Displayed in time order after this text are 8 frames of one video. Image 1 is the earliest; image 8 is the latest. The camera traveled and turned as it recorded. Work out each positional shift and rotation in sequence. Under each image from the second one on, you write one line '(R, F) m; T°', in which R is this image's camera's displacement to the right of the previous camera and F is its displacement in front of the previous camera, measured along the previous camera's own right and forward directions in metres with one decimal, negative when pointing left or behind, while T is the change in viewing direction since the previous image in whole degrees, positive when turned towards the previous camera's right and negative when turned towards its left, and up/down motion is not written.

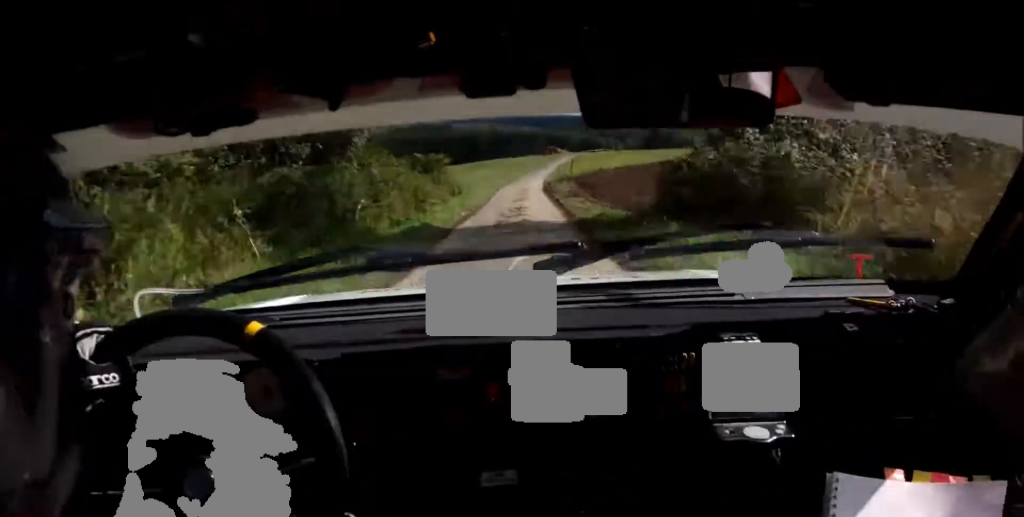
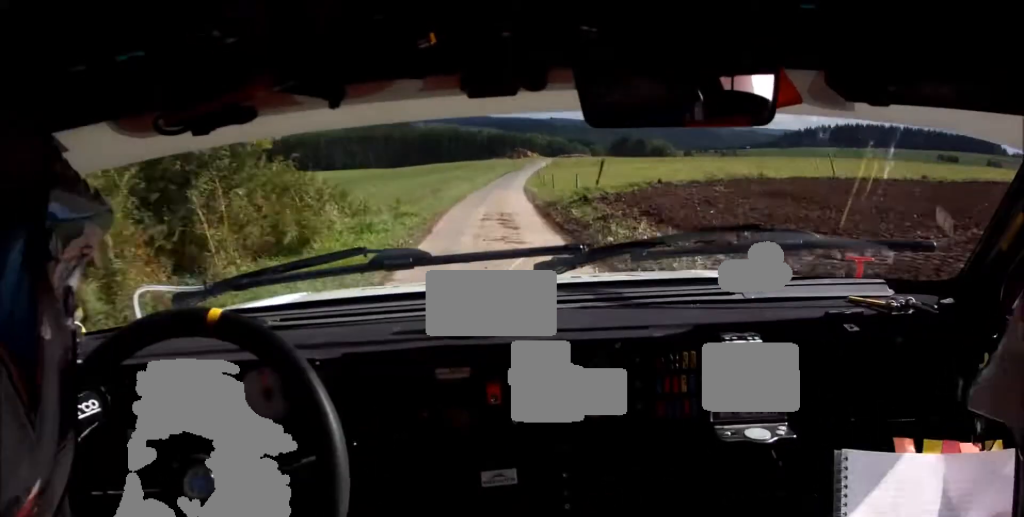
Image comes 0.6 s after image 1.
(+0.6, +22.2) m; +3°
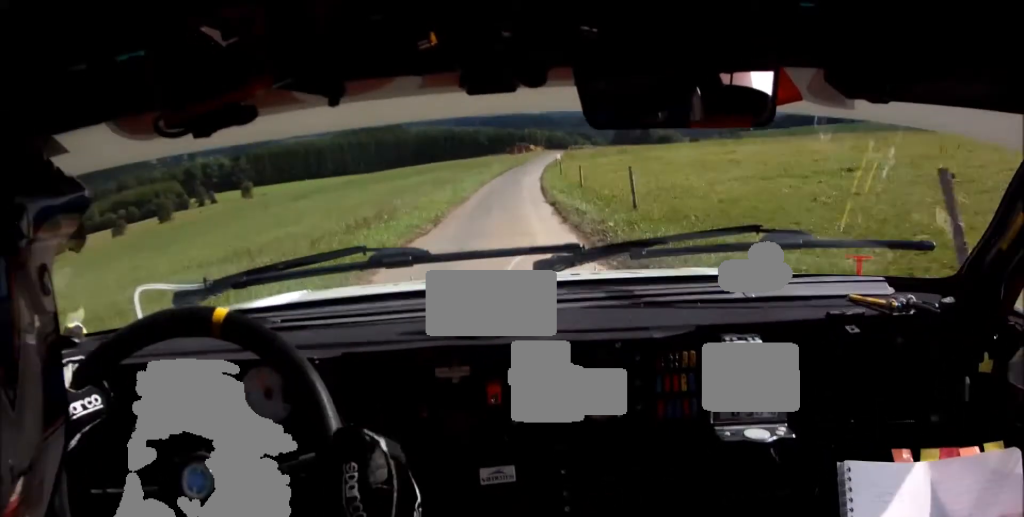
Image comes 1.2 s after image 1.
(+0.2, +20.4) m; +2°
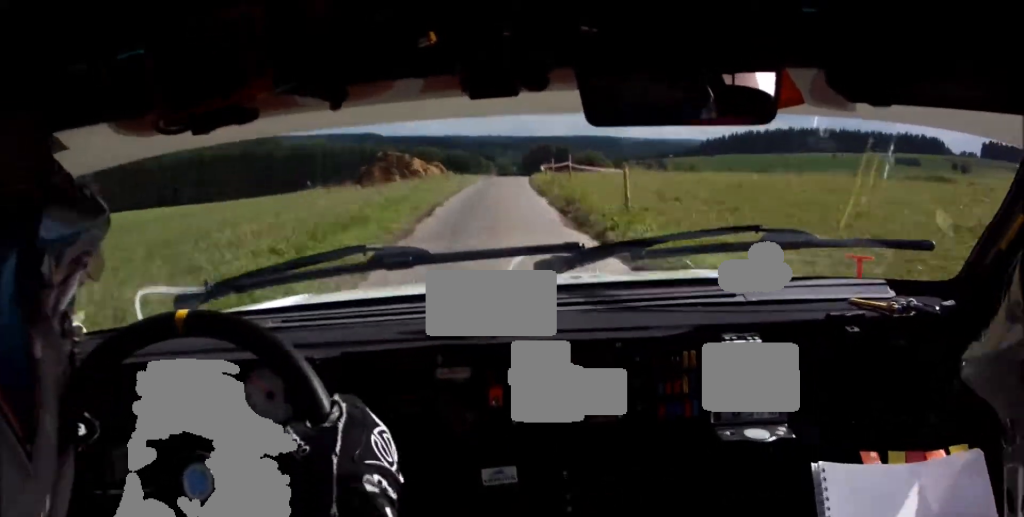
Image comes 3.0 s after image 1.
(+3.2, +65.5) m; +5°
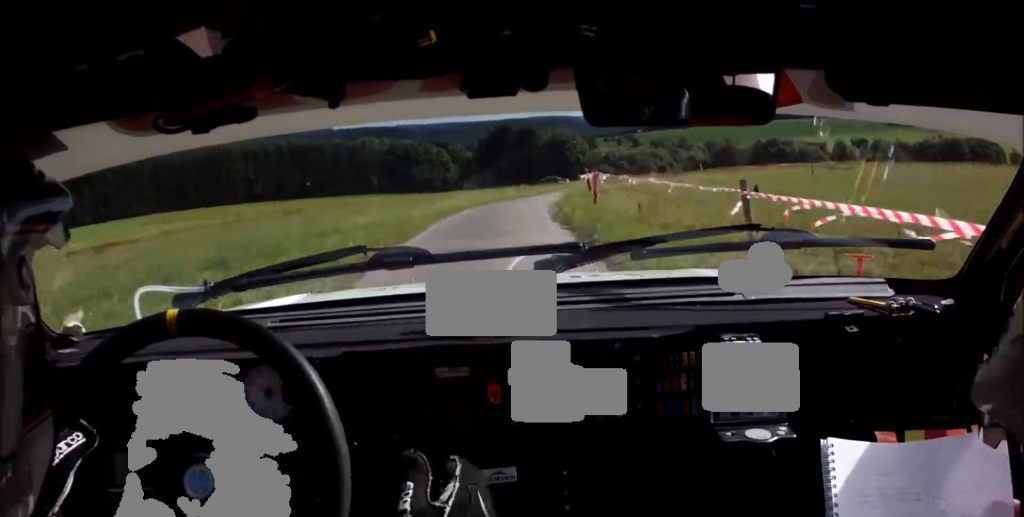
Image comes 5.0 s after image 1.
(+2.3, +53.9) m; +6°
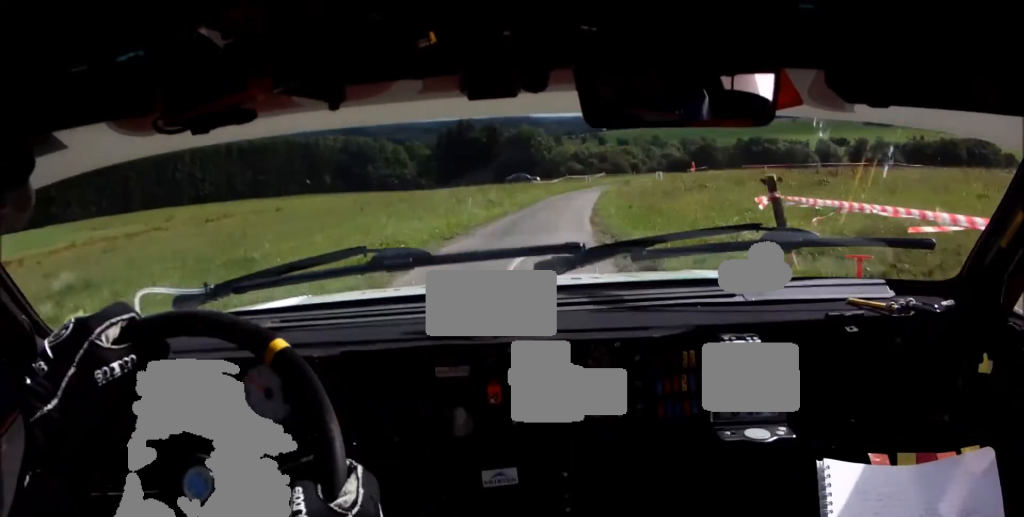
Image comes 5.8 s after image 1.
(+0.6, +19.0) m; +5°
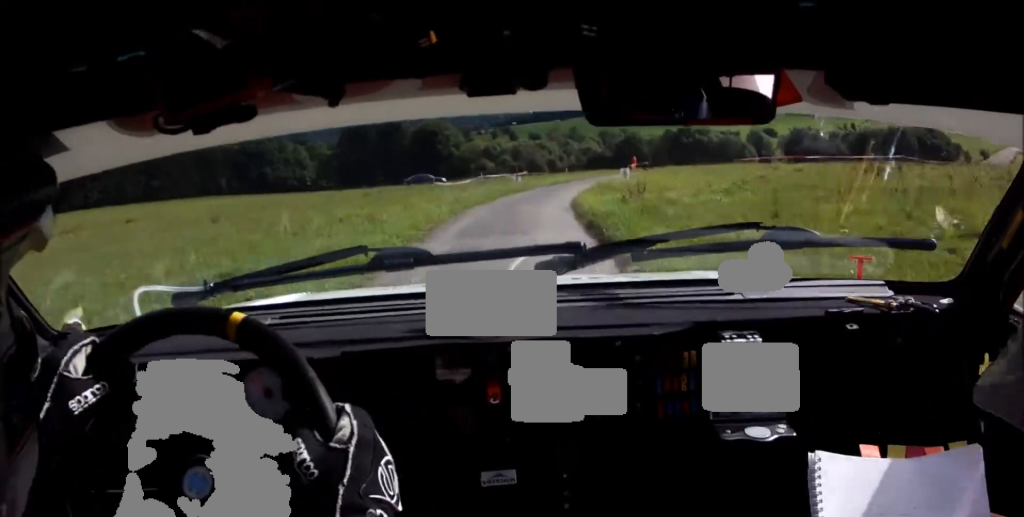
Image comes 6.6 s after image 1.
(+0.8, +19.5) m; +6°
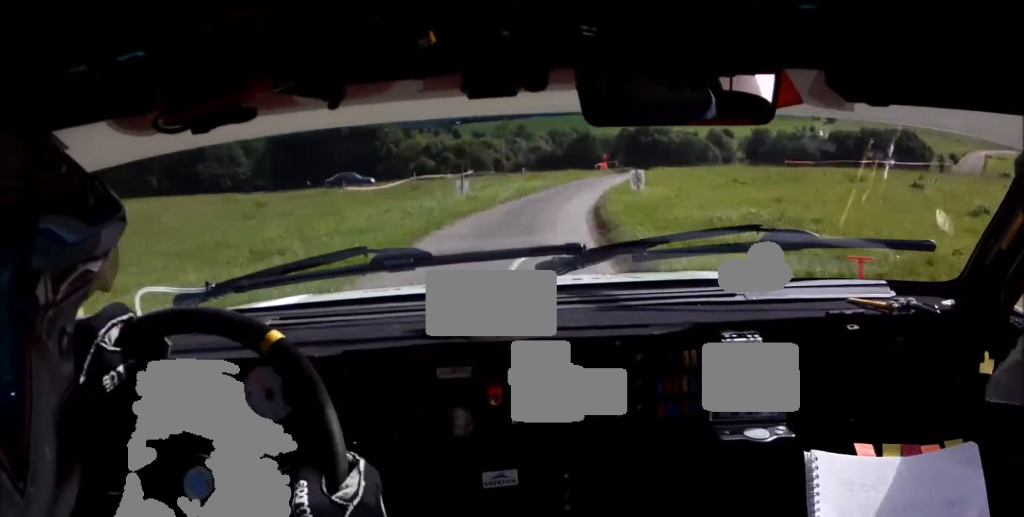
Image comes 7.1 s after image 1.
(+0.6, +14.4) m; +5°
